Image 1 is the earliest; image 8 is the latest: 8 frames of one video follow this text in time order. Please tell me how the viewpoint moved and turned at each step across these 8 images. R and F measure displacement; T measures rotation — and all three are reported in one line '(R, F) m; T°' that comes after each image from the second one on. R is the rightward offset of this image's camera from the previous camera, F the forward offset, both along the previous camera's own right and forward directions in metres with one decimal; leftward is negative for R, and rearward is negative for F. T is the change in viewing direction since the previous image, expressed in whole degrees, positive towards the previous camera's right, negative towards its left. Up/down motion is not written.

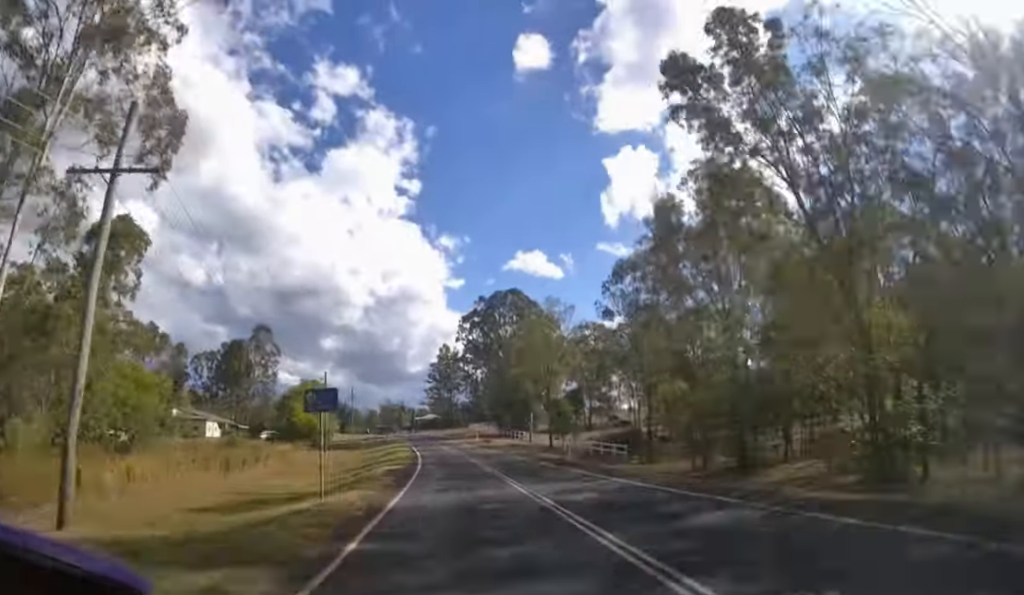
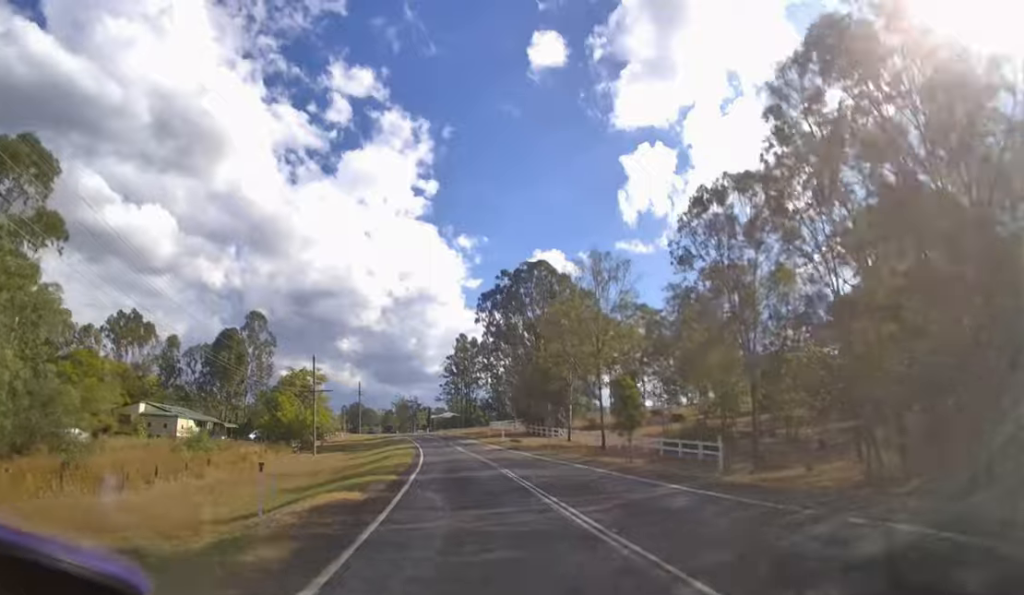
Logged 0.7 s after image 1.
(-0.3, +15.5) m; -2°
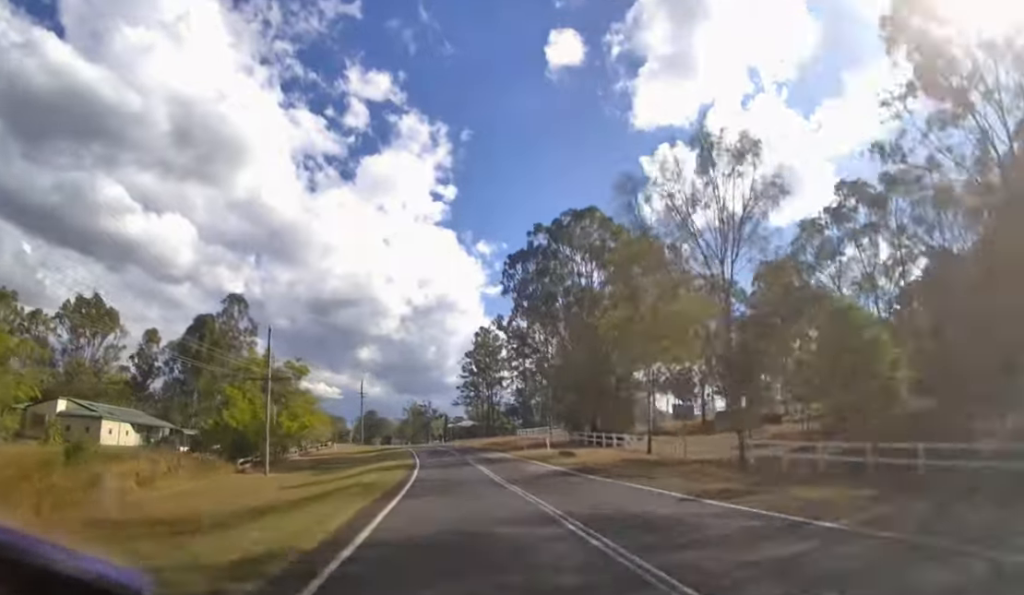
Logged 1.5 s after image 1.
(-0.5, +18.7) m; -3°
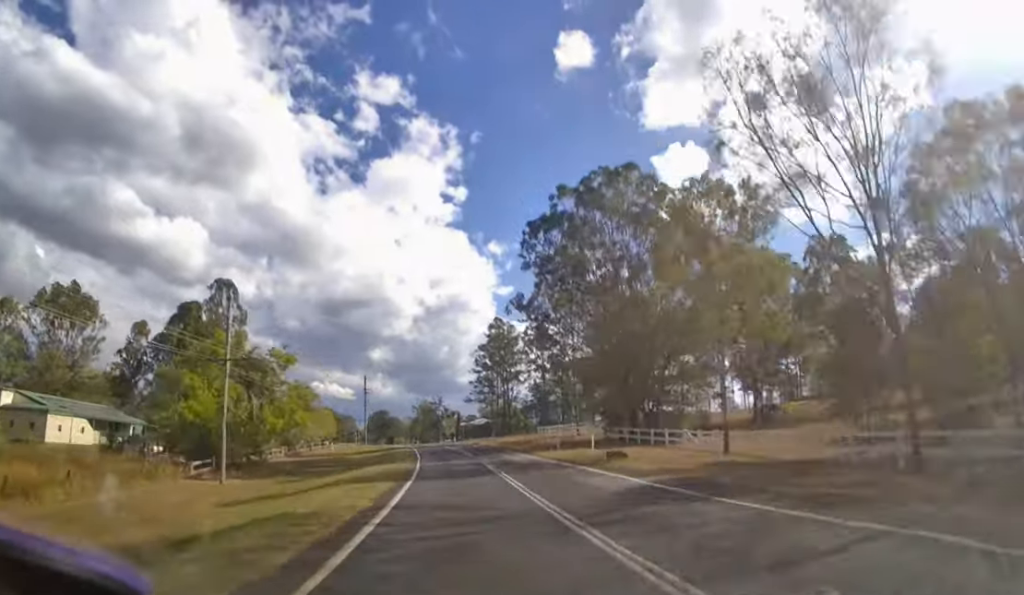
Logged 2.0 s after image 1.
(-0.2, +8.8) m; -2°
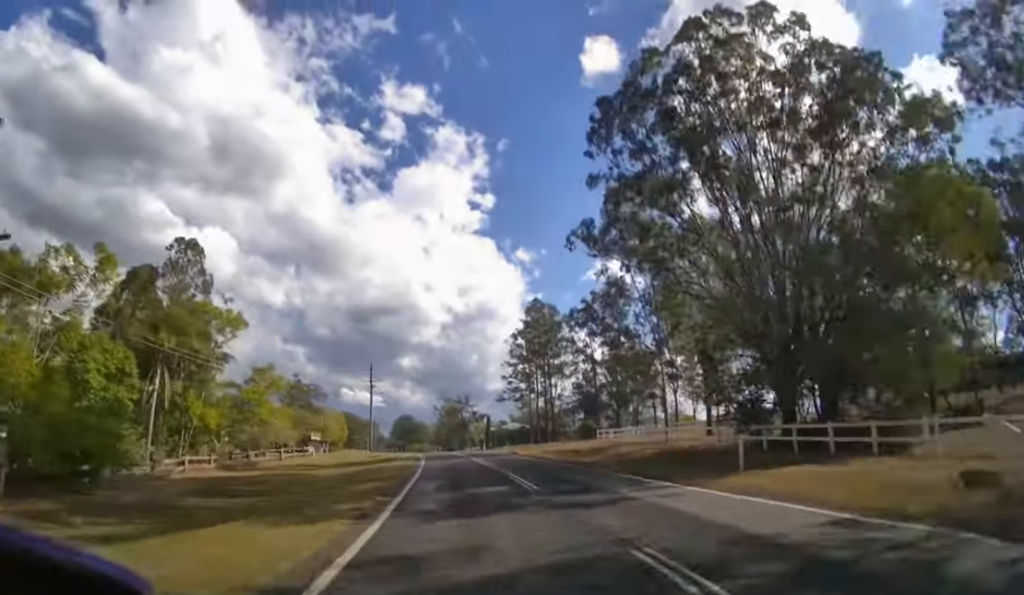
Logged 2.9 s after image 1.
(-0.5, +18.5) m; -3°
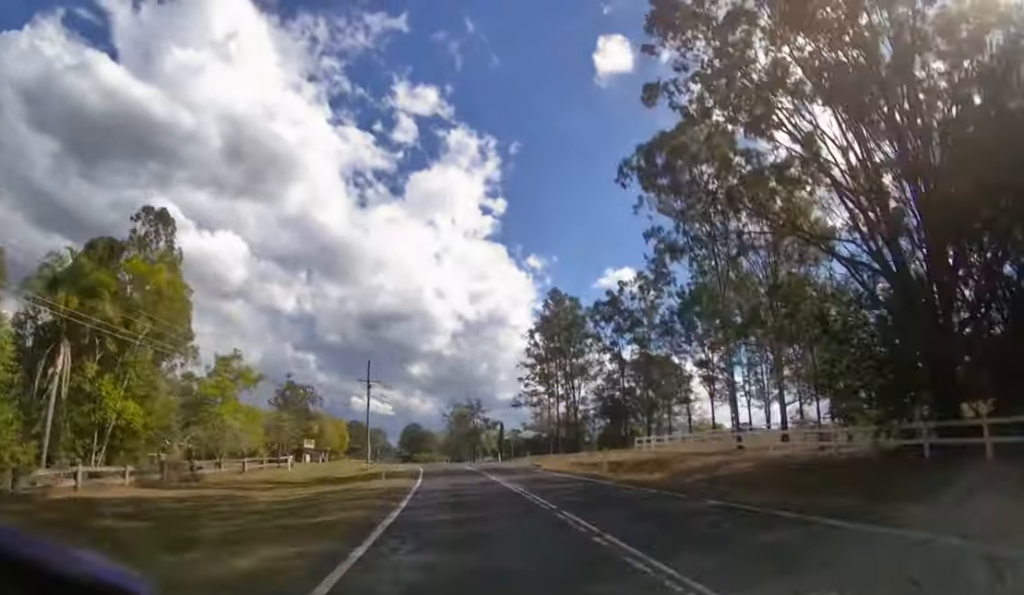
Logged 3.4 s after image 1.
(-0.1, +9.0) m; -1°
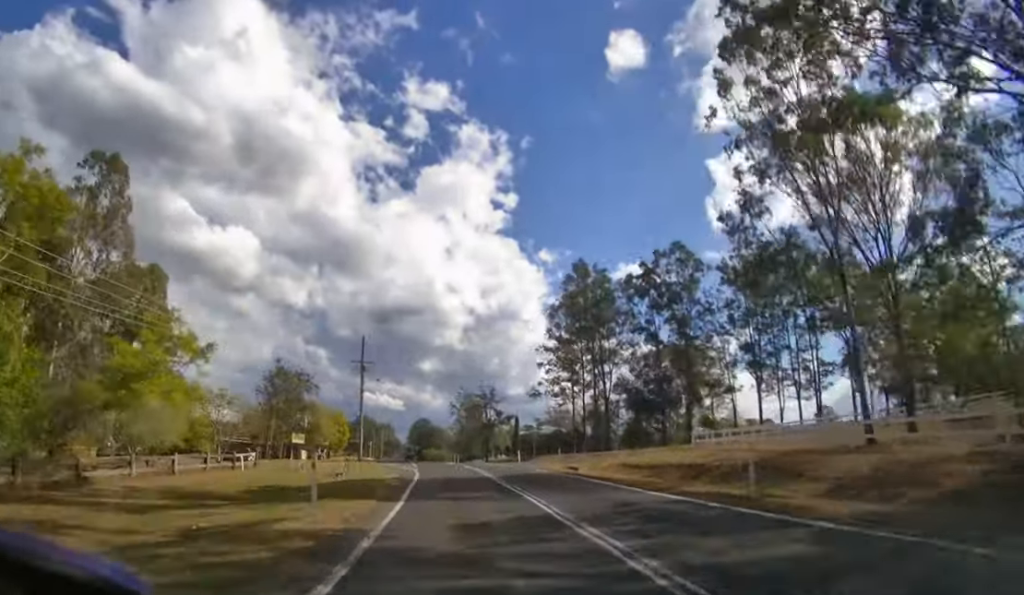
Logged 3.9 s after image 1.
(-0.1, +8.6) m; -1°
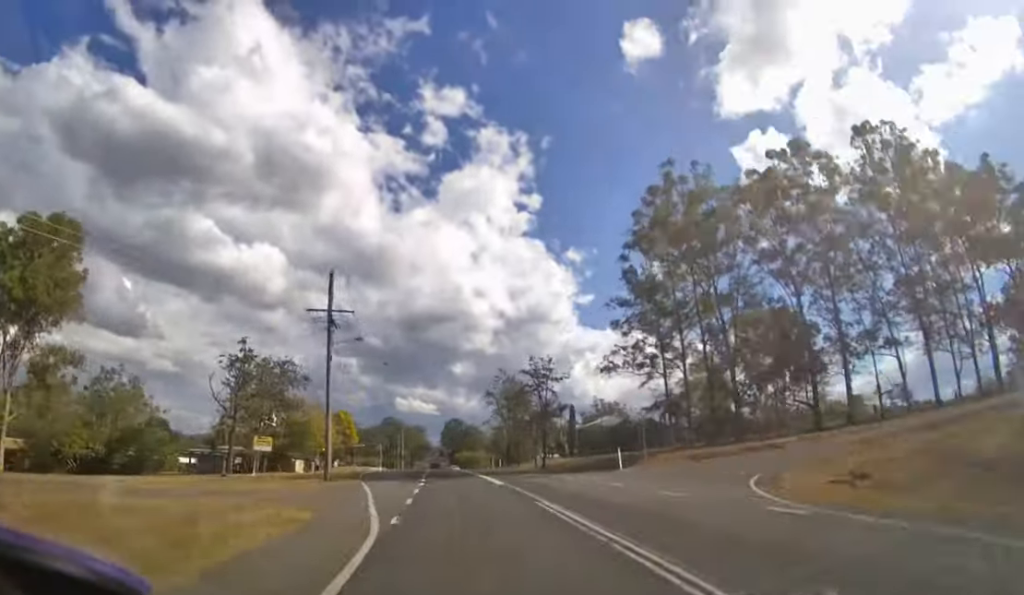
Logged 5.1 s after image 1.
(-0.5, +18.7) m; -3°
